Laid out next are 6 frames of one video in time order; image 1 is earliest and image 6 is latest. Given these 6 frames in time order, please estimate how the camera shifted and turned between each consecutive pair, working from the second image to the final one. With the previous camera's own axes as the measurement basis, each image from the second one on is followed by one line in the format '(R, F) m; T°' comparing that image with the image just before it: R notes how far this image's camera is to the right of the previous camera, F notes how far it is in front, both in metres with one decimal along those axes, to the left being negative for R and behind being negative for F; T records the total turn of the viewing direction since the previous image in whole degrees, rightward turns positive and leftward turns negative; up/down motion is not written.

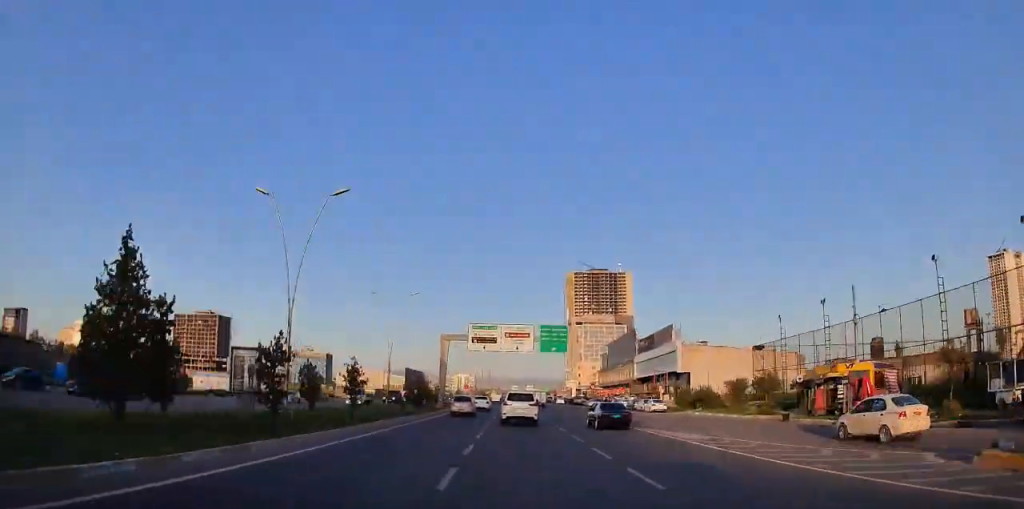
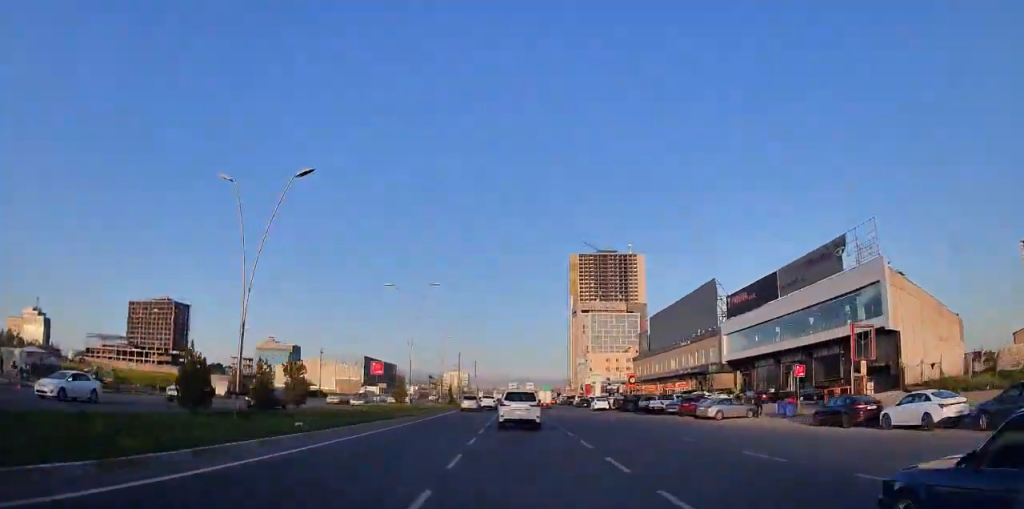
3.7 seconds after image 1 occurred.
(+0.4, +62.6) m; +1°
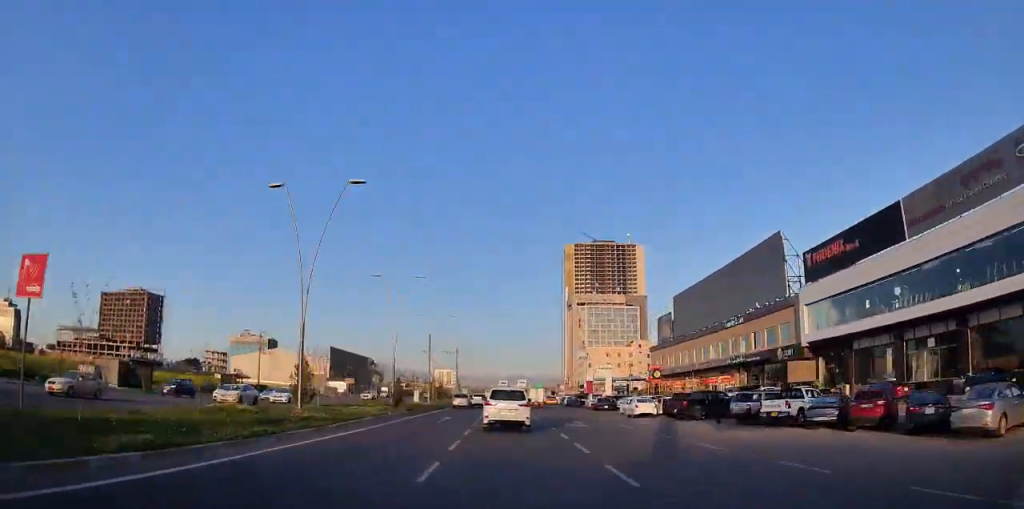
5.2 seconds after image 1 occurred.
(+0.2, +26.8) m; -1°
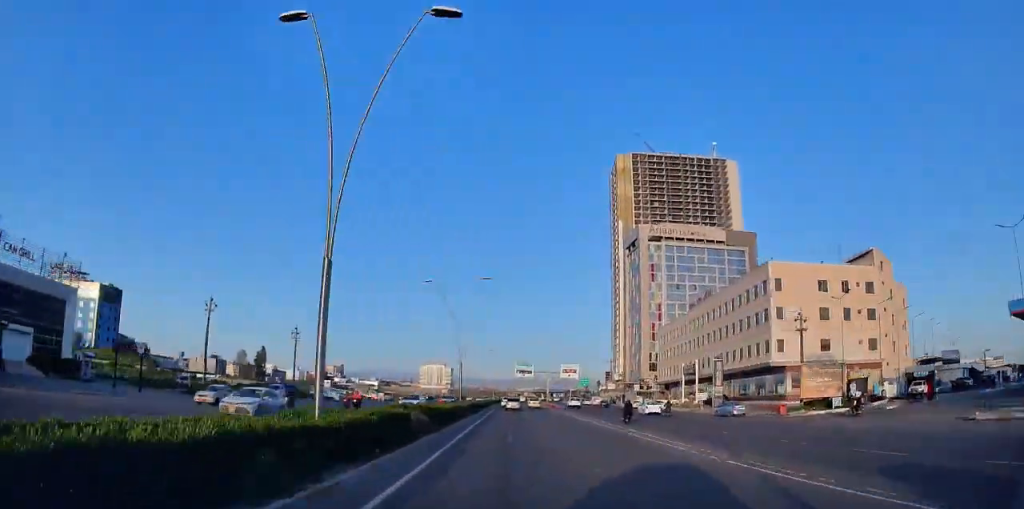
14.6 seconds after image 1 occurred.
(-2.1, +181.4) m; +1°
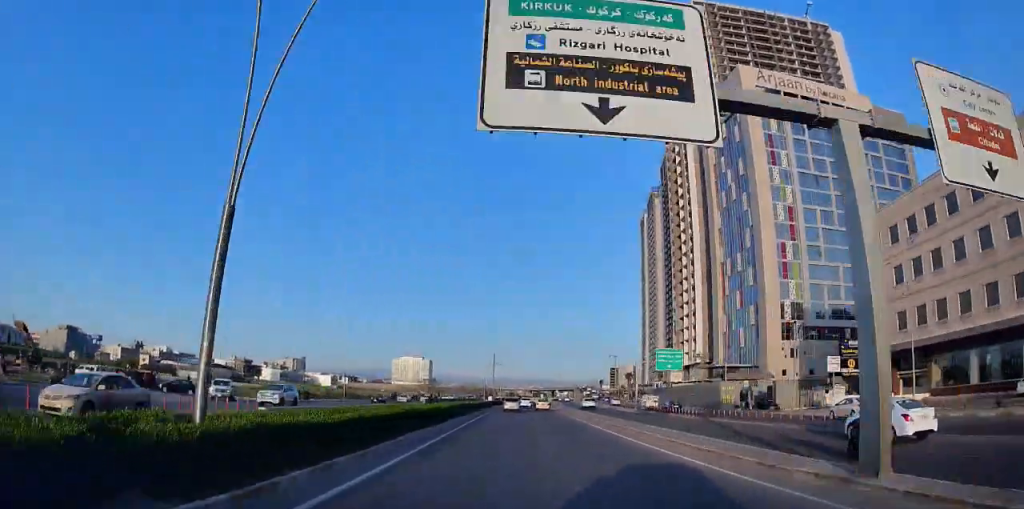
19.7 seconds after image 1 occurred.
(+1.3, +110.9) m; +1°
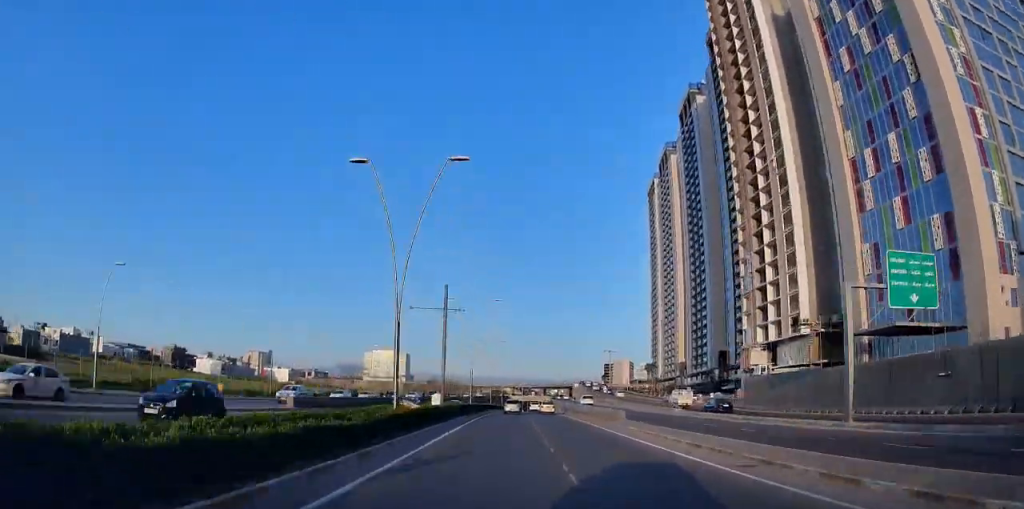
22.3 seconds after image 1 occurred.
(+0.4, +58.6) m; +1°
